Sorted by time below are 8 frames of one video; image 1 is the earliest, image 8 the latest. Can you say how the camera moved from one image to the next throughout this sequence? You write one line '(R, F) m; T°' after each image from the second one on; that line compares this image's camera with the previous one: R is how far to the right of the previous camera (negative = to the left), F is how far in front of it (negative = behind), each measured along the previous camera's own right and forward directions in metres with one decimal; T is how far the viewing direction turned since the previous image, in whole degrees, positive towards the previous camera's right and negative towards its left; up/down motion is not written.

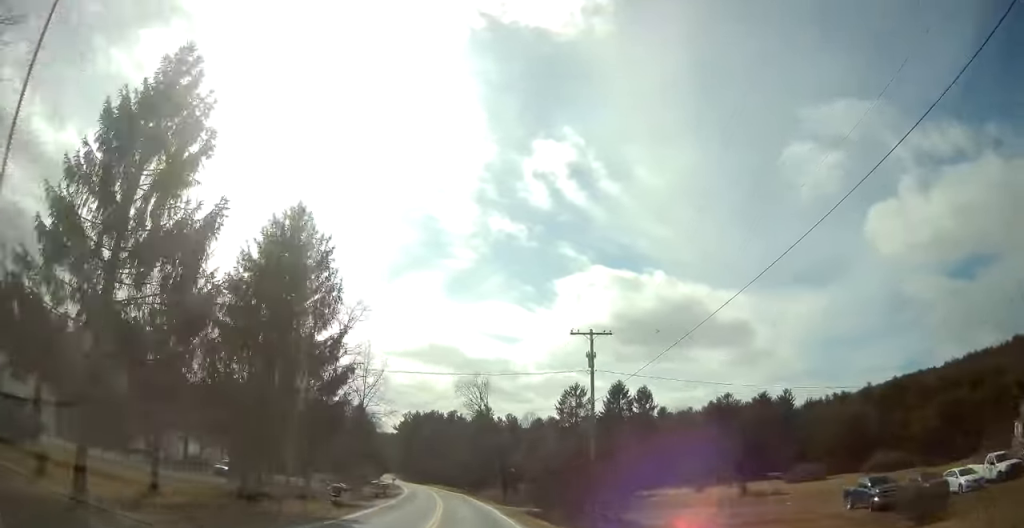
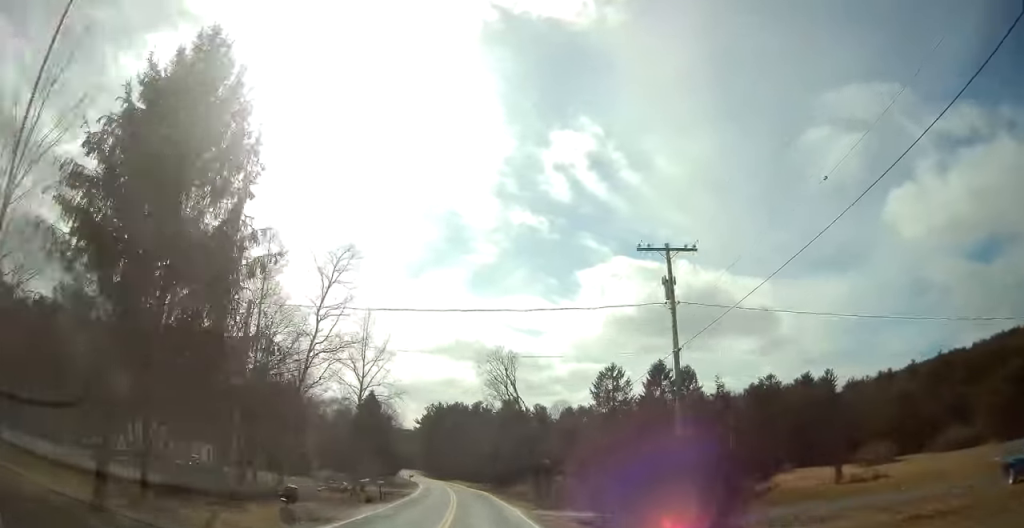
(-0.3, +11.6) m; -2°
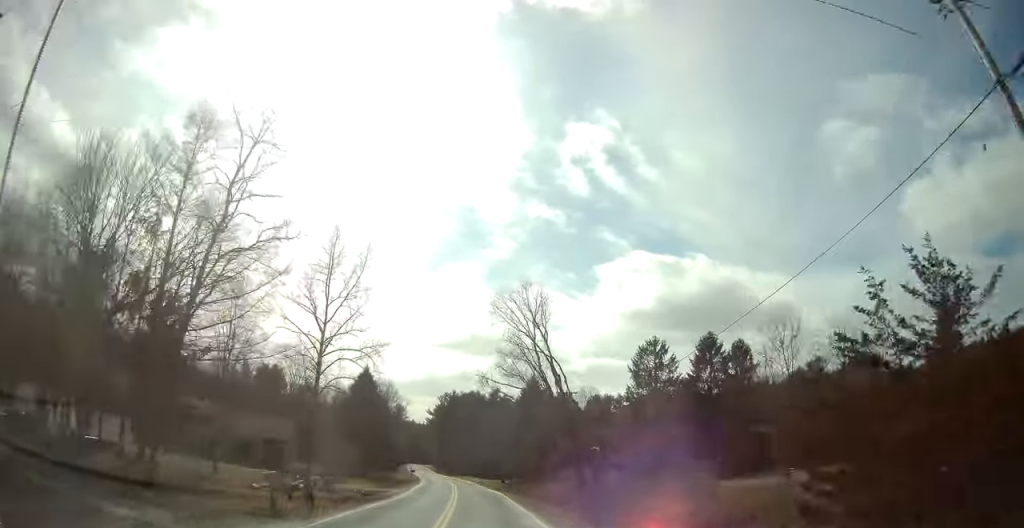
(-0.5, +16.3) m; -3°
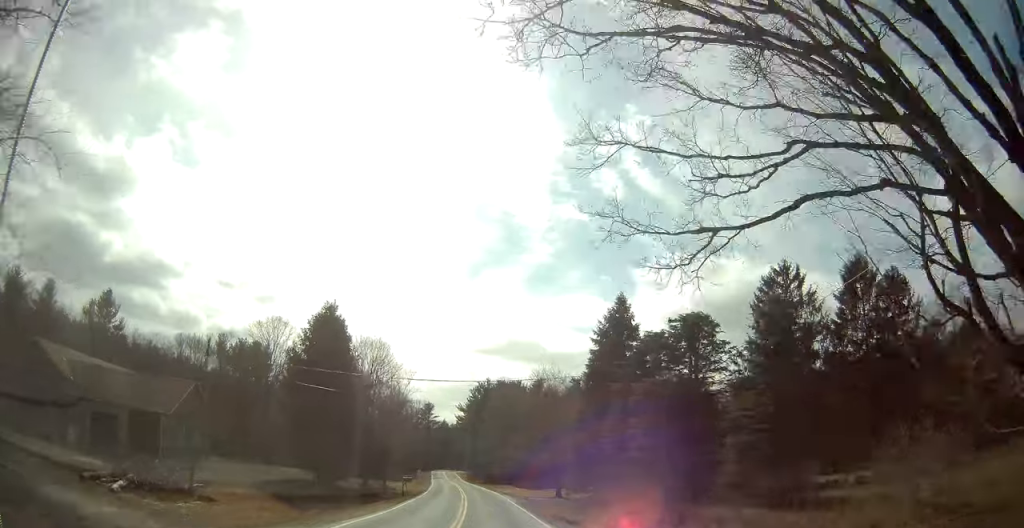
(-1.6, +31.5) m; -5°
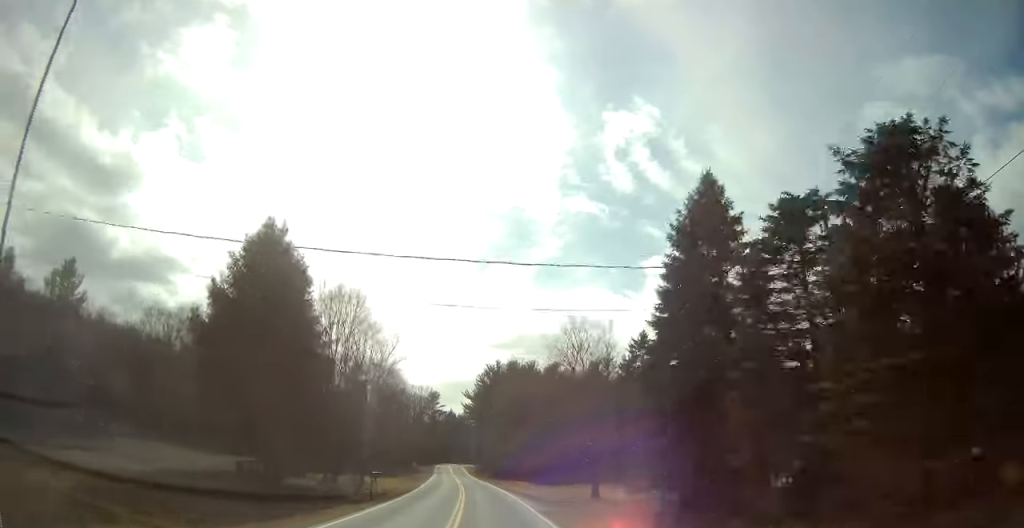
(-0.2, +14.8) m; -2°
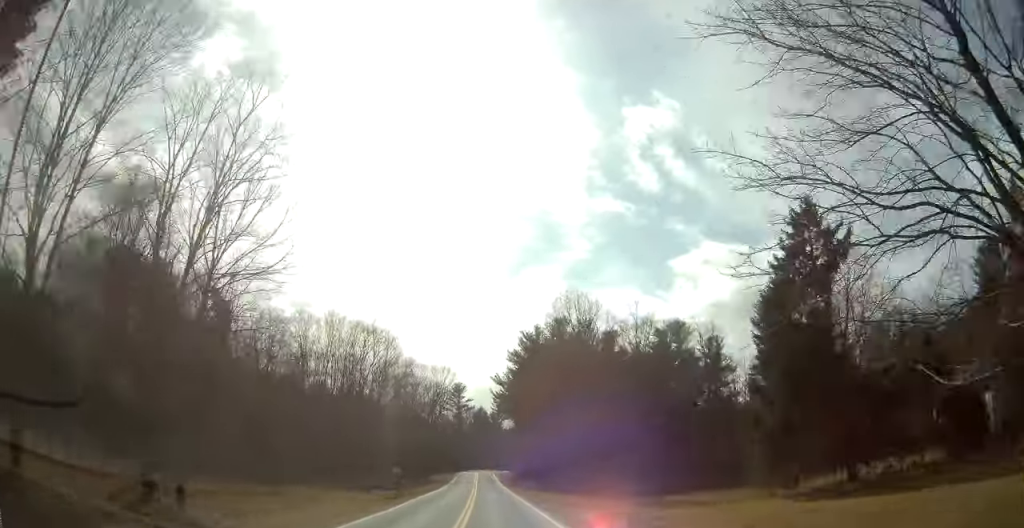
(-1.4, +34.0) m; -4°
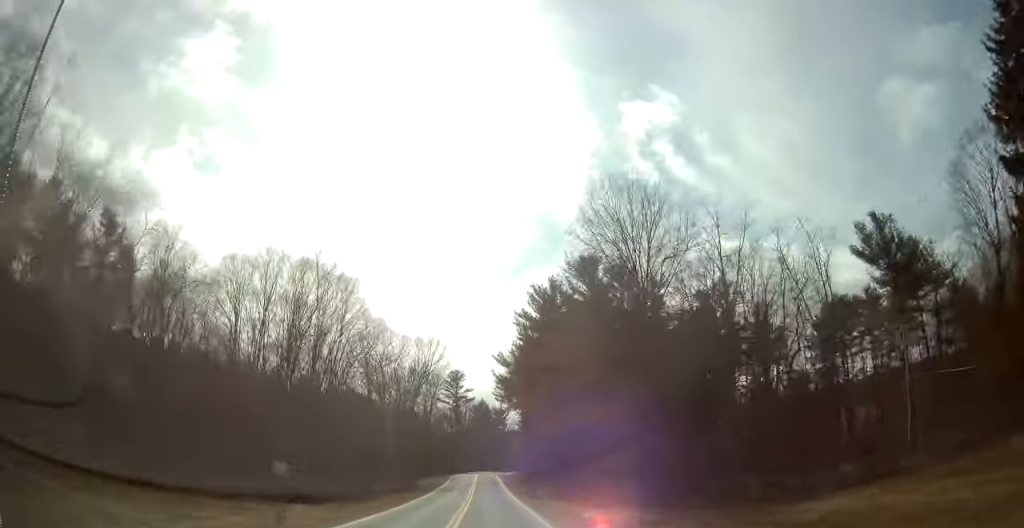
(-0.3, +22.7) m; -1°
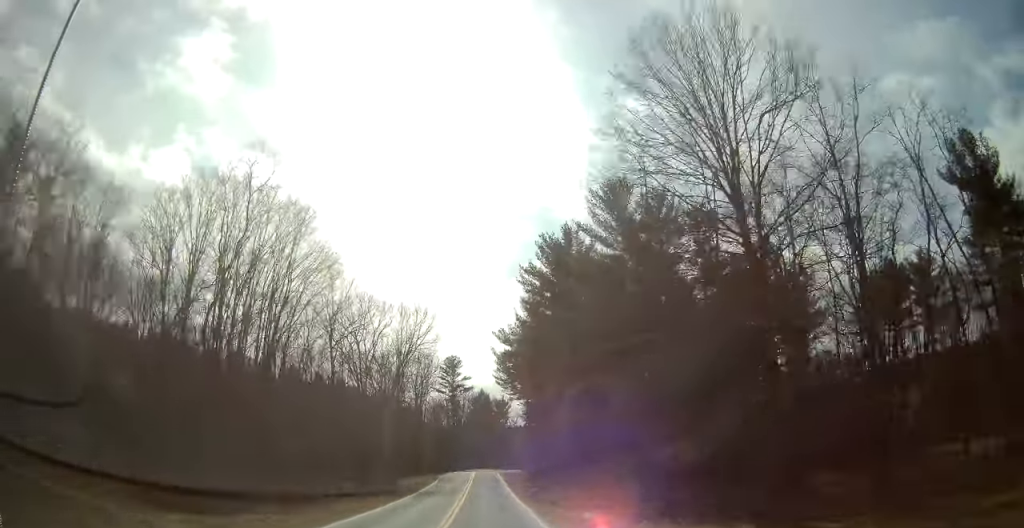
(0.0, +14.2) m; 0°
